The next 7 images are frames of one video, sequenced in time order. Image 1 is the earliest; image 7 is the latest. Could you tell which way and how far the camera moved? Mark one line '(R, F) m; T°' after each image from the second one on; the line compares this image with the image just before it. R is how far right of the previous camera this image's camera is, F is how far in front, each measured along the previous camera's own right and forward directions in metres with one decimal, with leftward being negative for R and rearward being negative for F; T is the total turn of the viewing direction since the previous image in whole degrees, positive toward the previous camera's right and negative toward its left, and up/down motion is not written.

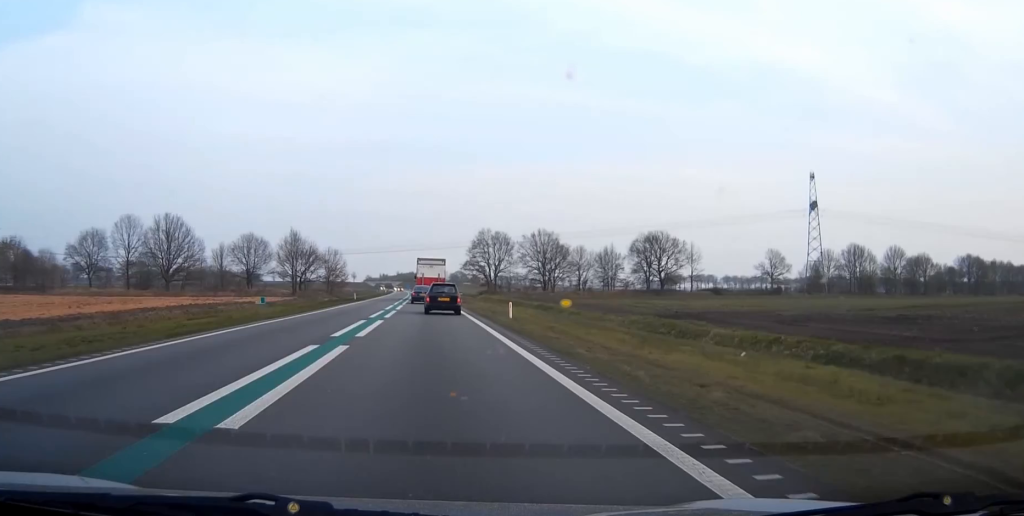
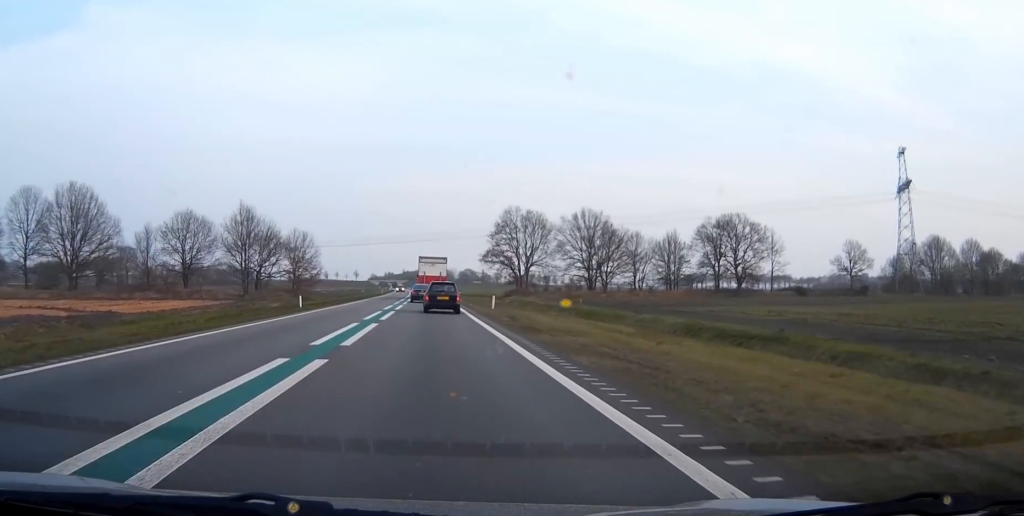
(-0.1, +39.5) m; 0°
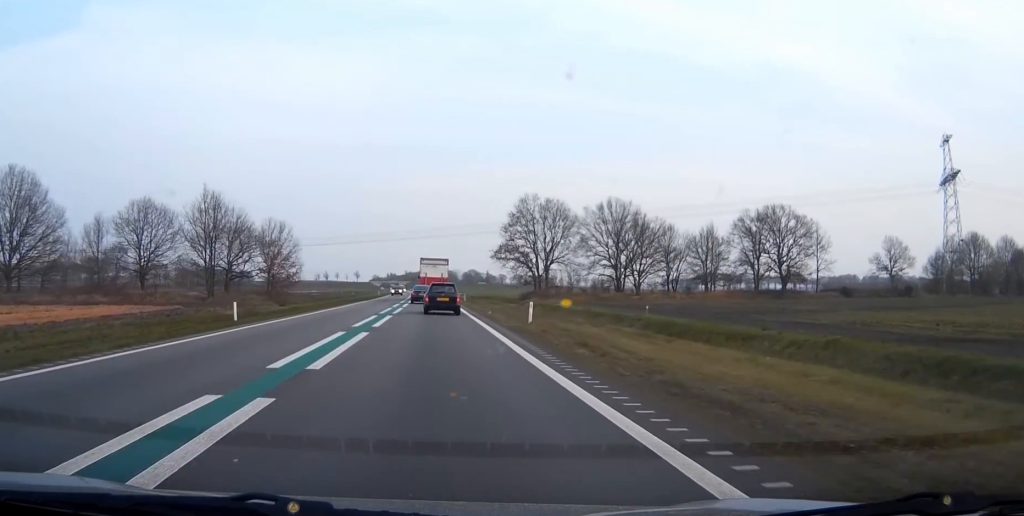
(+0.1, +16.3) m; 0°
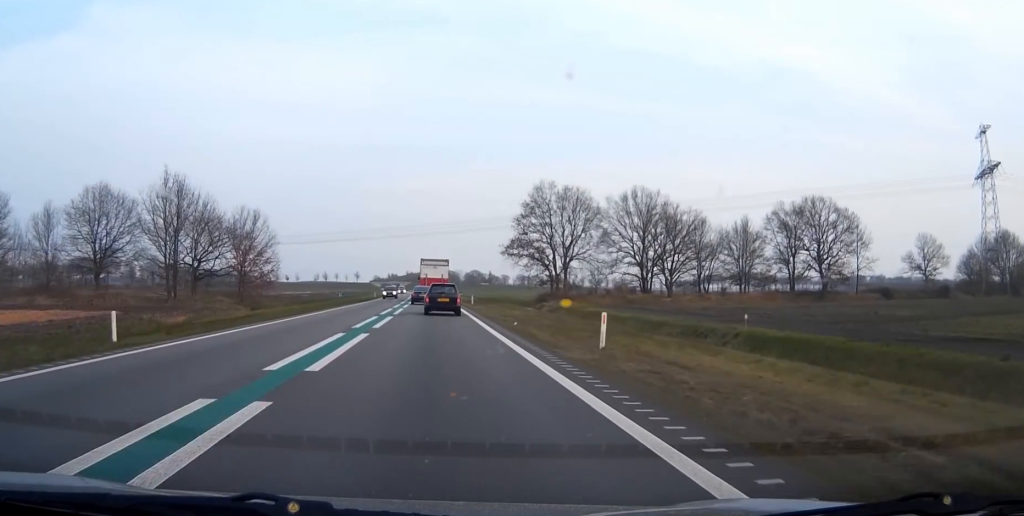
(0.0, +12.5) m; 0°
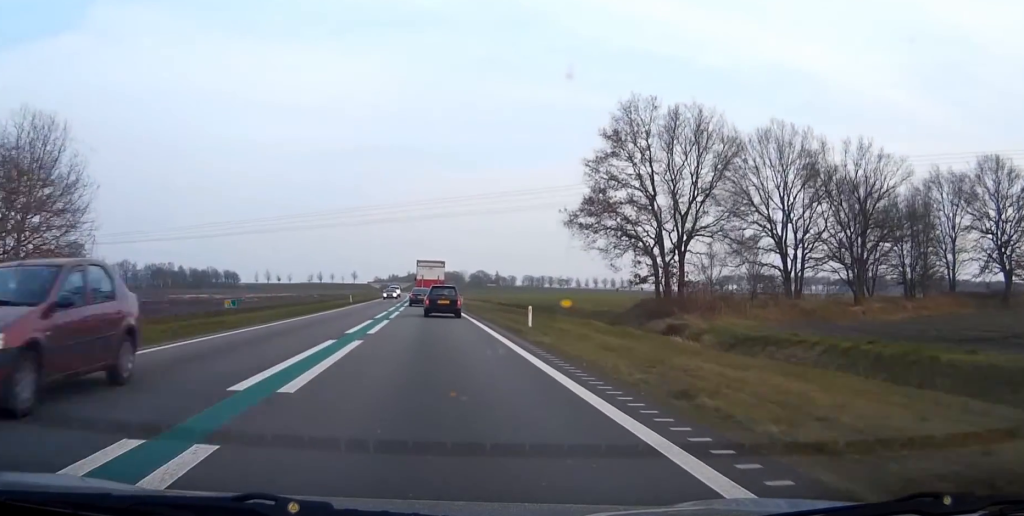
(0.0, +39.1) m; 0°
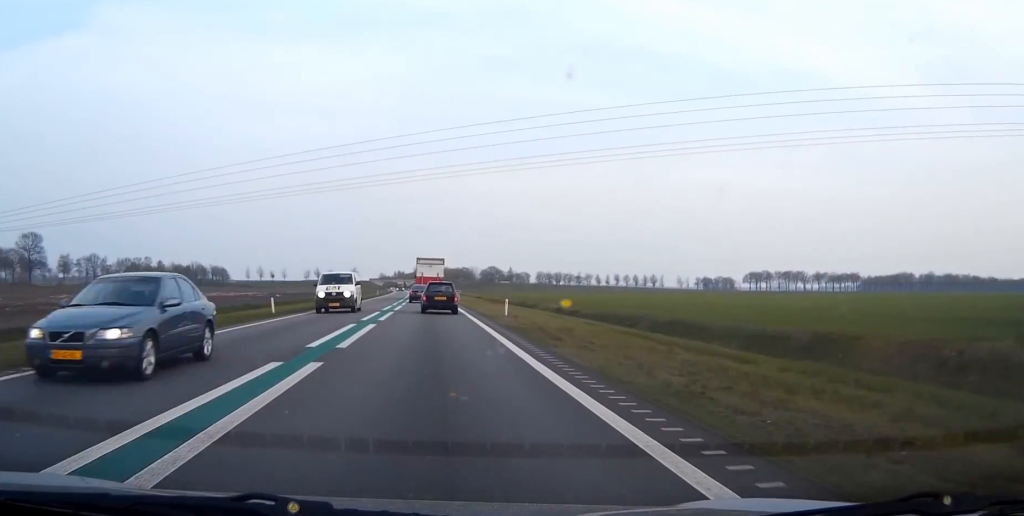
(-0.7, +42.9) m; -2°
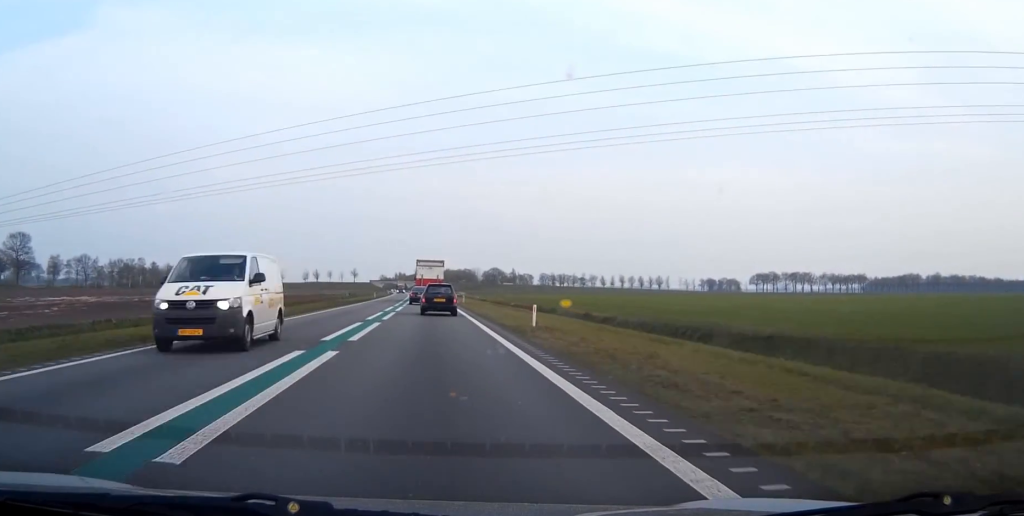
(0.0, +10.1) m; 0°
